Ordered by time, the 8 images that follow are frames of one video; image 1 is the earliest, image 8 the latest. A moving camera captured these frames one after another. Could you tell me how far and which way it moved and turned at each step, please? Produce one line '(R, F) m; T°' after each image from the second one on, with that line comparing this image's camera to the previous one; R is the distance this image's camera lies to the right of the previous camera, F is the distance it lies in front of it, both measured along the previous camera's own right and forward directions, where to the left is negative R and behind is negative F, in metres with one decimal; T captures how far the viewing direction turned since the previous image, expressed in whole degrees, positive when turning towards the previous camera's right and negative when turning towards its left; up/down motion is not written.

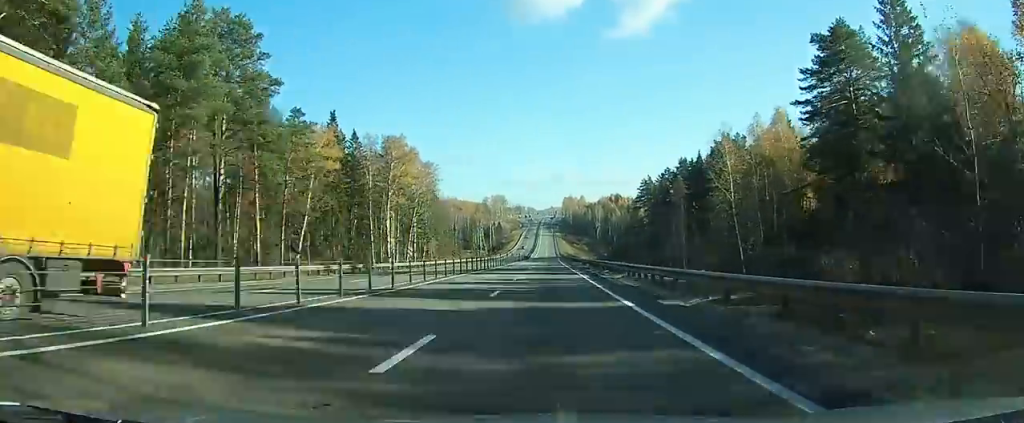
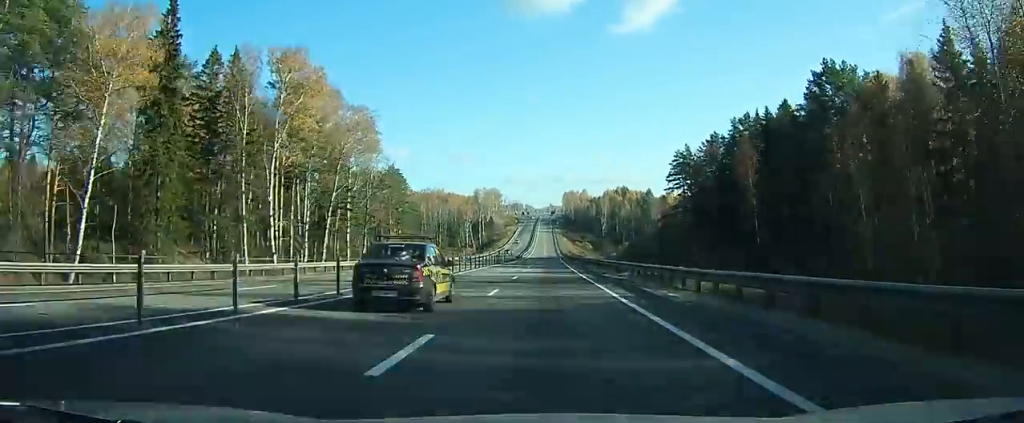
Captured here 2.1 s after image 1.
(+0.1, +43.9) m; 0°
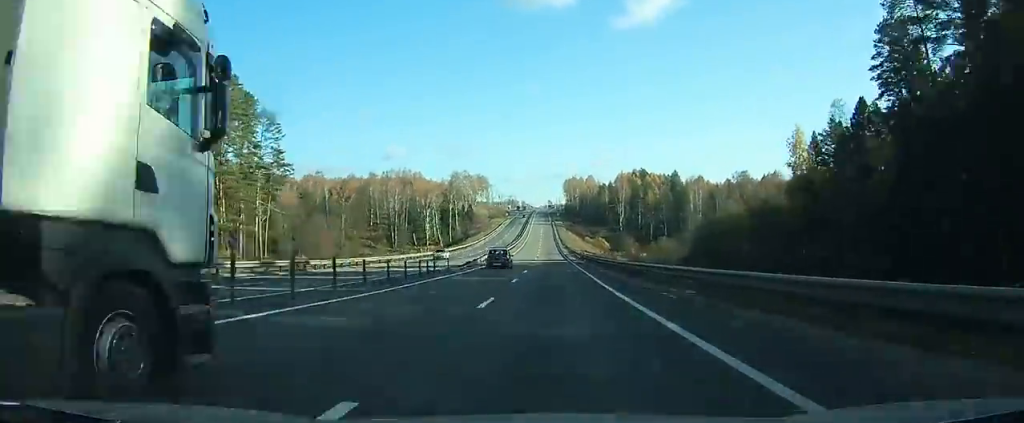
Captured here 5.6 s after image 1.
(0.0, +86.0) m; 0°
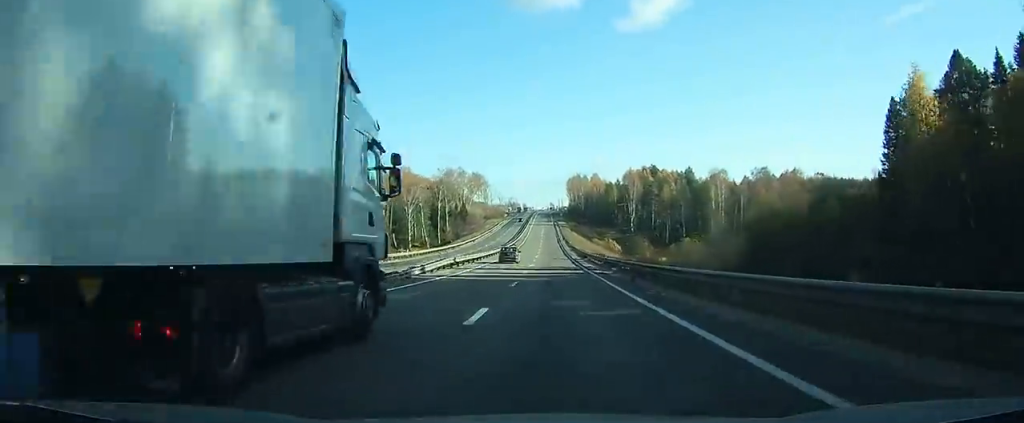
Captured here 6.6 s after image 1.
(0.0, +28.2) m; 0°
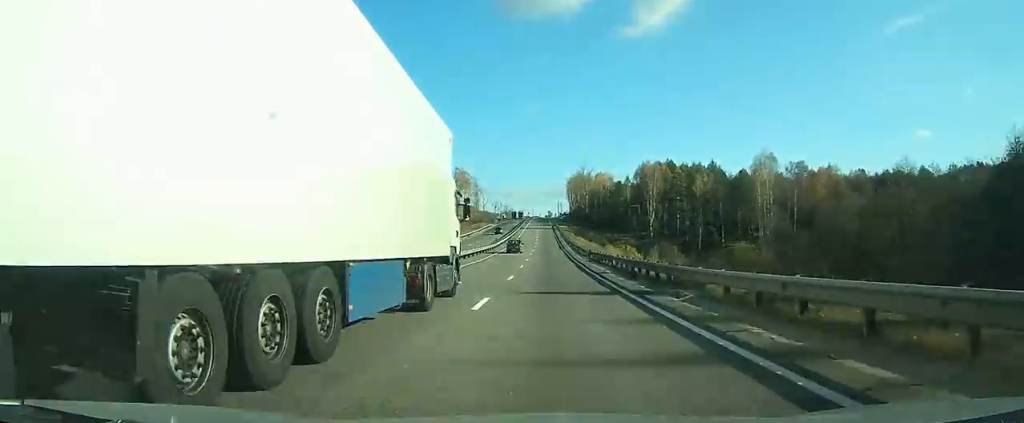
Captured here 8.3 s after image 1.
(-0.1, +50.3) m; 0°
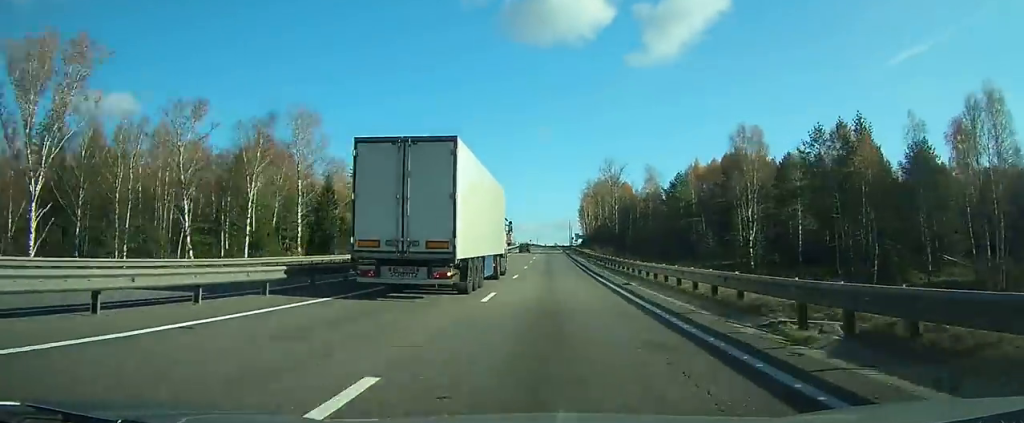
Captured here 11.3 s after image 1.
(0.0, +86.3) m; 0°
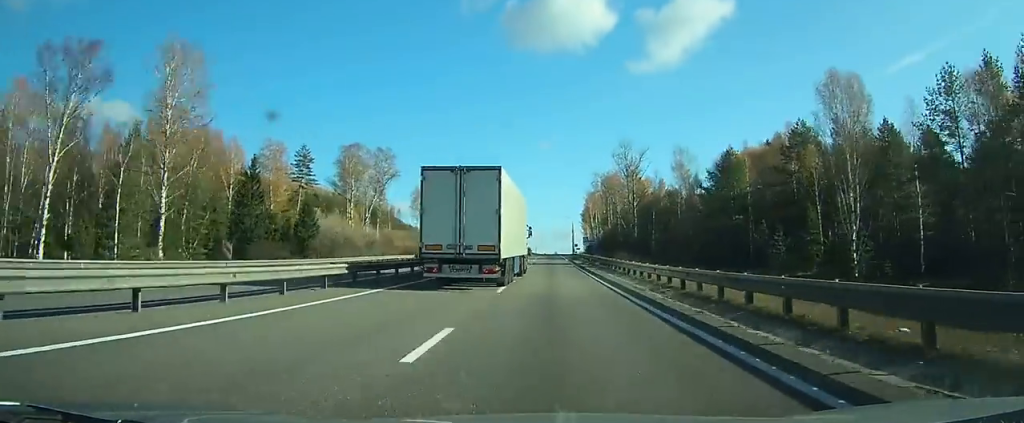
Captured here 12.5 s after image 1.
(0.0, +32.6) m; 0°
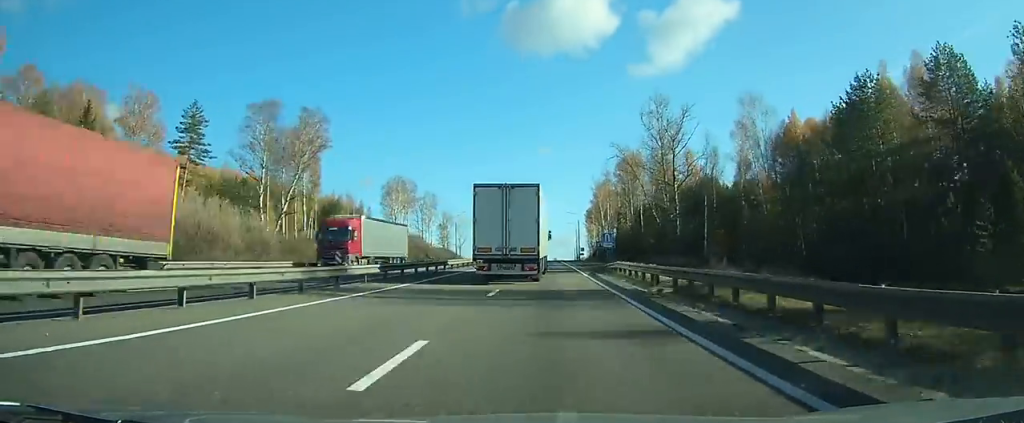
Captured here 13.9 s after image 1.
(+0.1, +35.7) m; 0°
